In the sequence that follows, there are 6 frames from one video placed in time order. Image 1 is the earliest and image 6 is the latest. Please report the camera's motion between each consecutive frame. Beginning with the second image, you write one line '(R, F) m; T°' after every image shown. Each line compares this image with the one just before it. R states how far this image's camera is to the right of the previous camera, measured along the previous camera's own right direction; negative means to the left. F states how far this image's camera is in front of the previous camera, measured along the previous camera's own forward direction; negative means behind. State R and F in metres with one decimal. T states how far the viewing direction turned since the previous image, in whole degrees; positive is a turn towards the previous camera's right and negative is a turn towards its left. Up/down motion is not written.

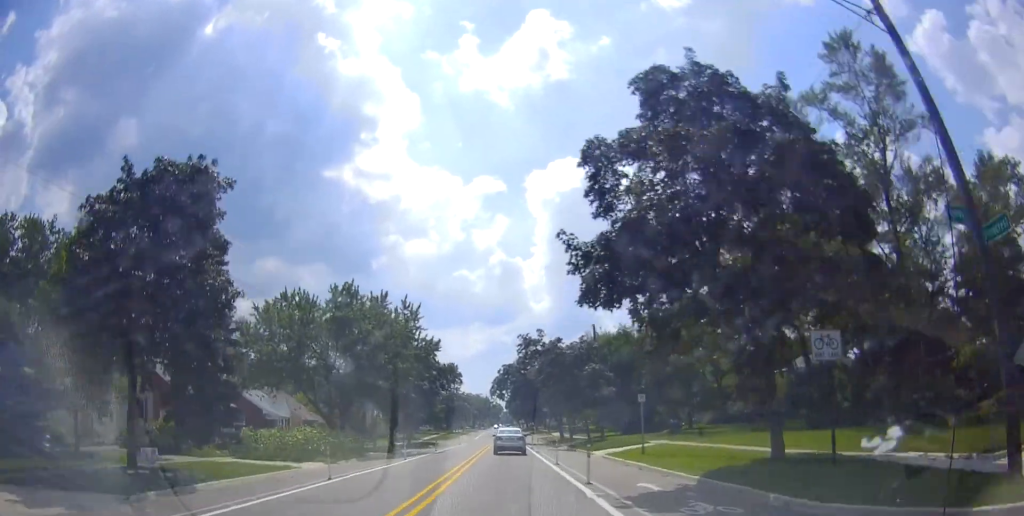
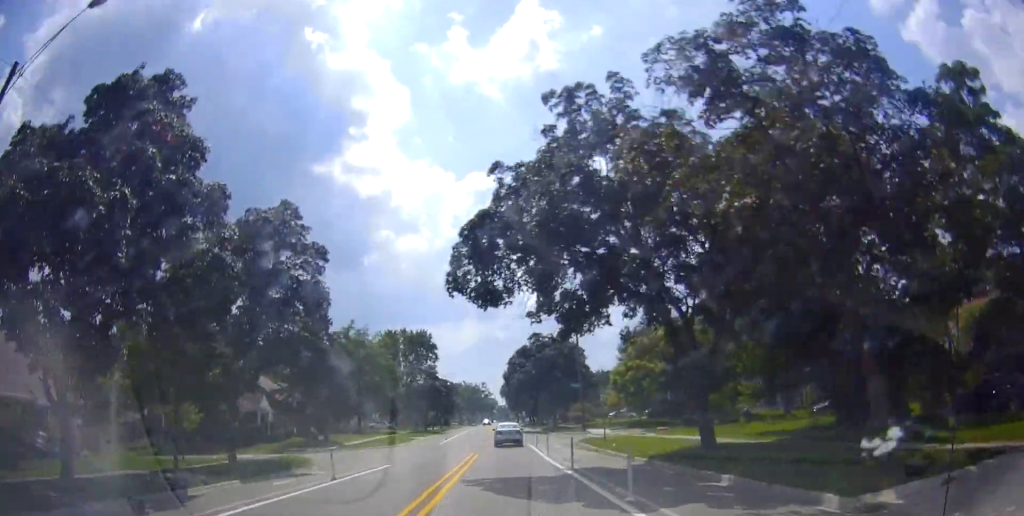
(-0.9, +48.4) m; -1°
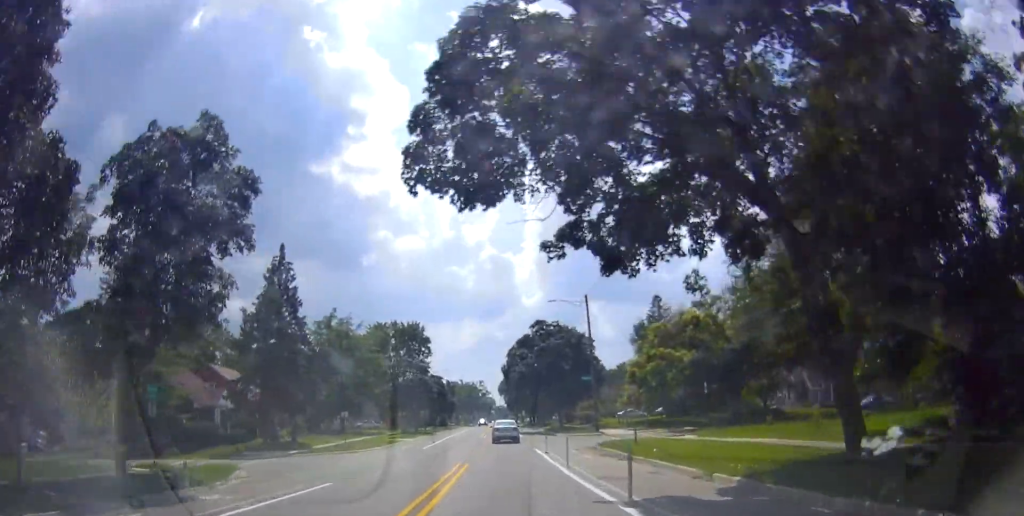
(+0.2, +8.6) m; +1°
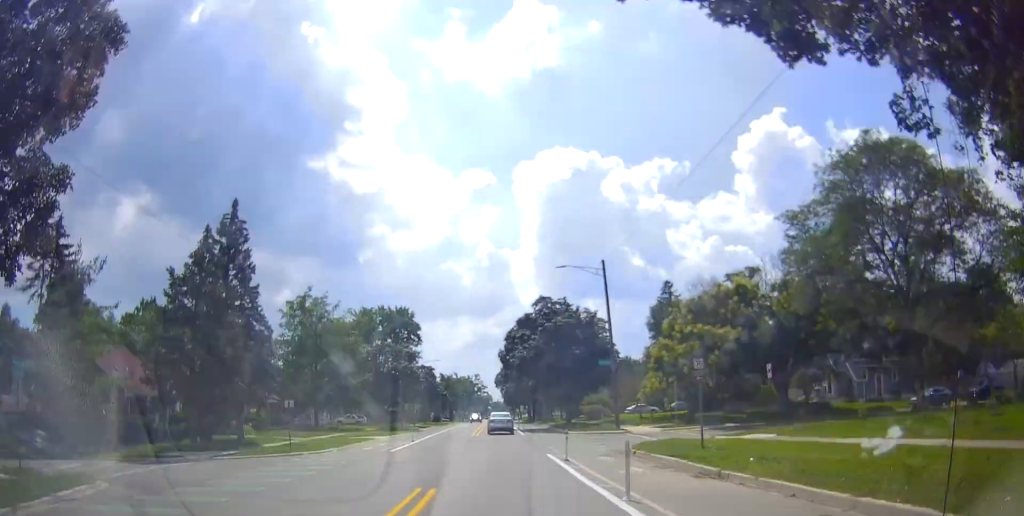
(-0.3, +9.2) m; 0°
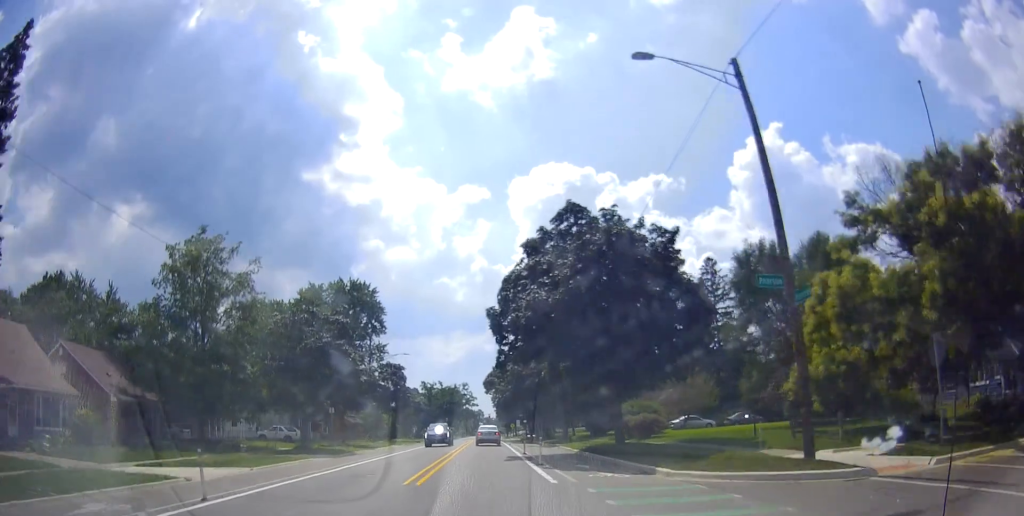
(+0.5, +24.0) m; +2°
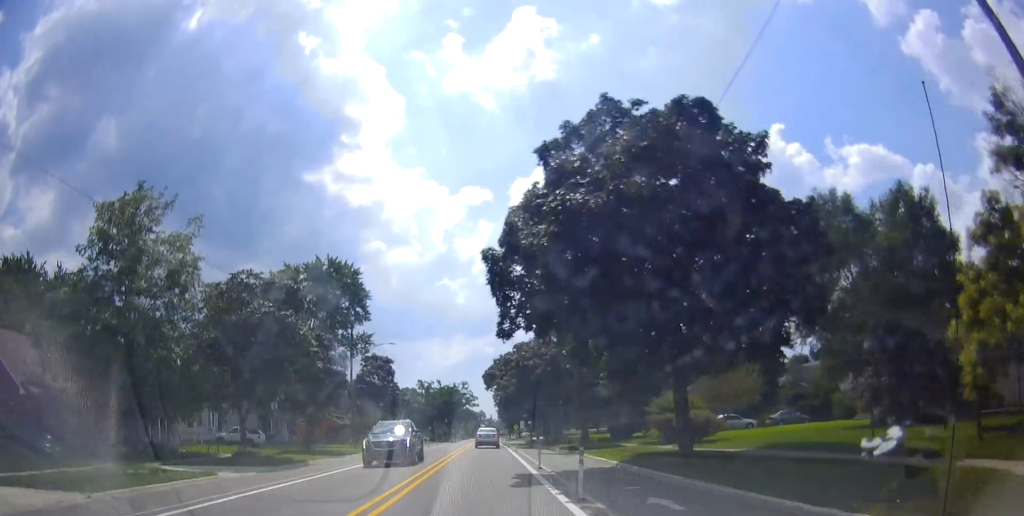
(0.0, +9.1) m; 0°
